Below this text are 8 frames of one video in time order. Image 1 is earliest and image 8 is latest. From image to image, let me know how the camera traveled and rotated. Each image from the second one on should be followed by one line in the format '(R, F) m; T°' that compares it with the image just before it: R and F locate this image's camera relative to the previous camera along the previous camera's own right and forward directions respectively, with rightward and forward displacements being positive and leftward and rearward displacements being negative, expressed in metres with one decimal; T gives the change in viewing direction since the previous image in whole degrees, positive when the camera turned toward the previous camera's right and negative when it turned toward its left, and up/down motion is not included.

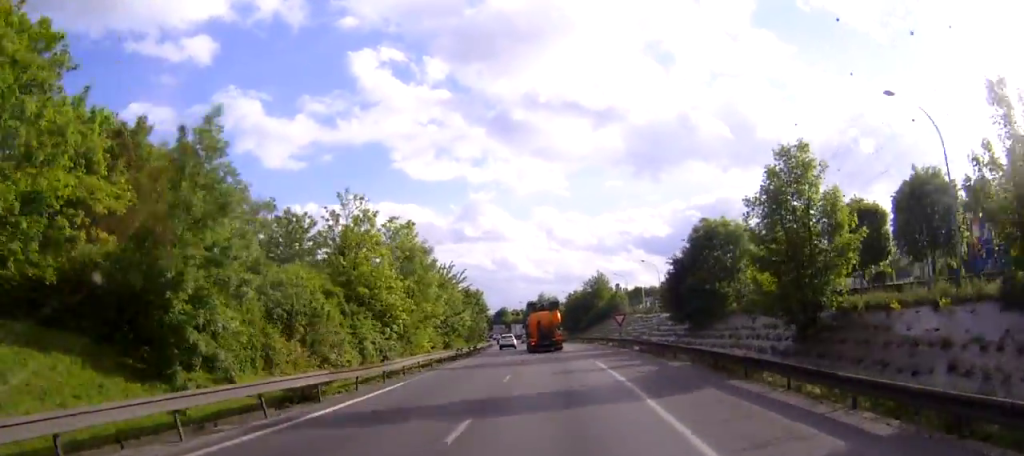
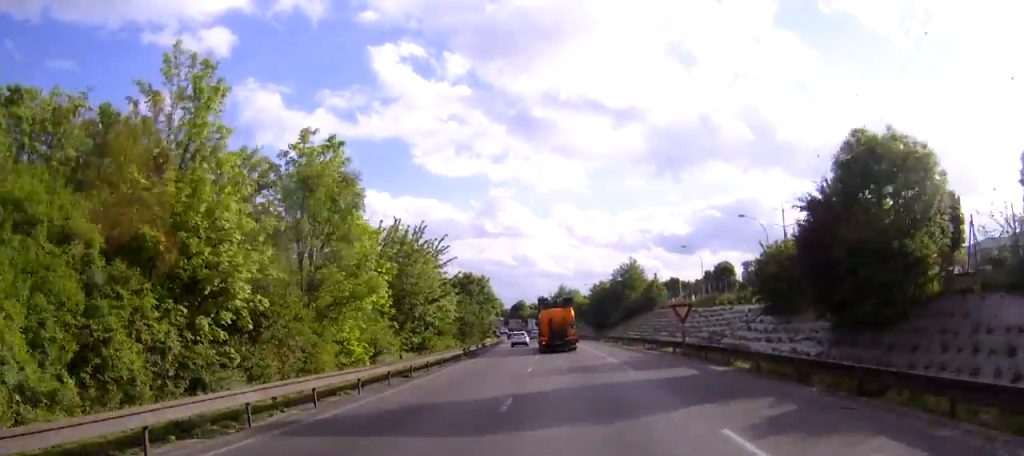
(-0.2, +22.8) m; -1°
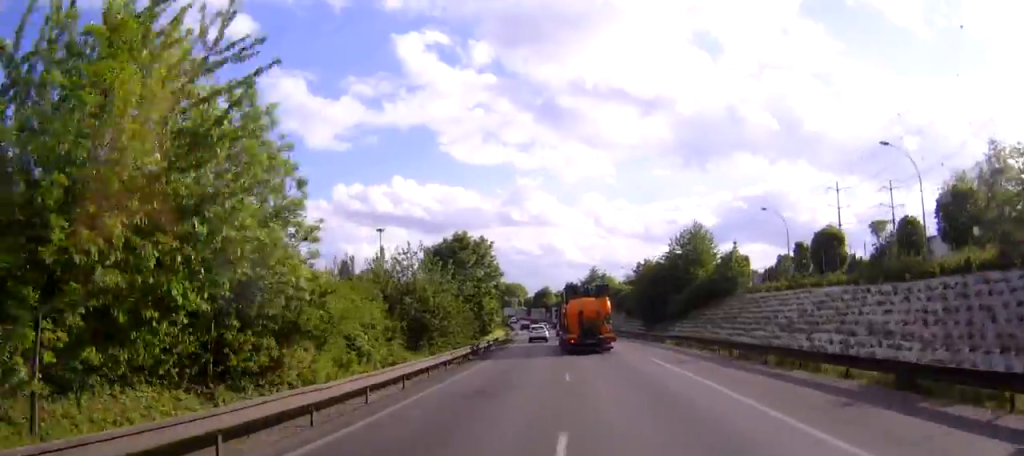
(-0.6, +32.1) m; -2°
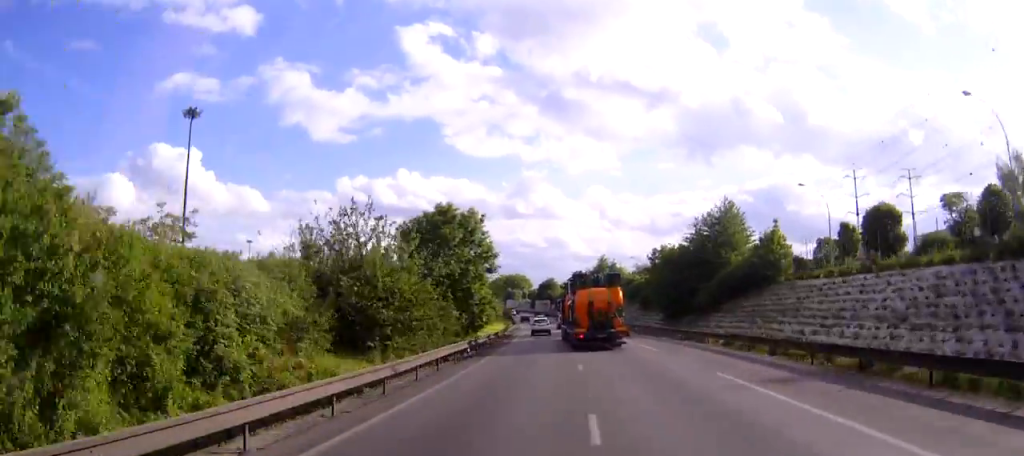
(-0.1, +12.4) m; -1°
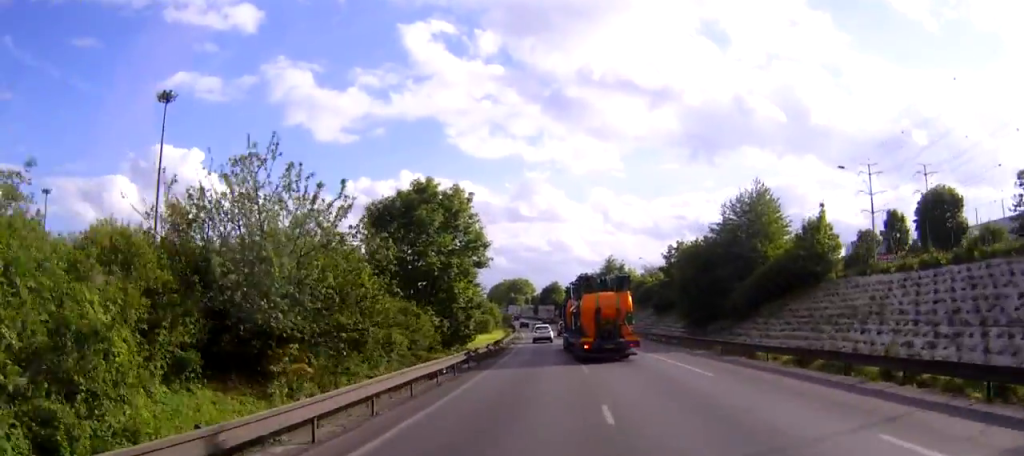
(-0.1, +10.6) m; 0°
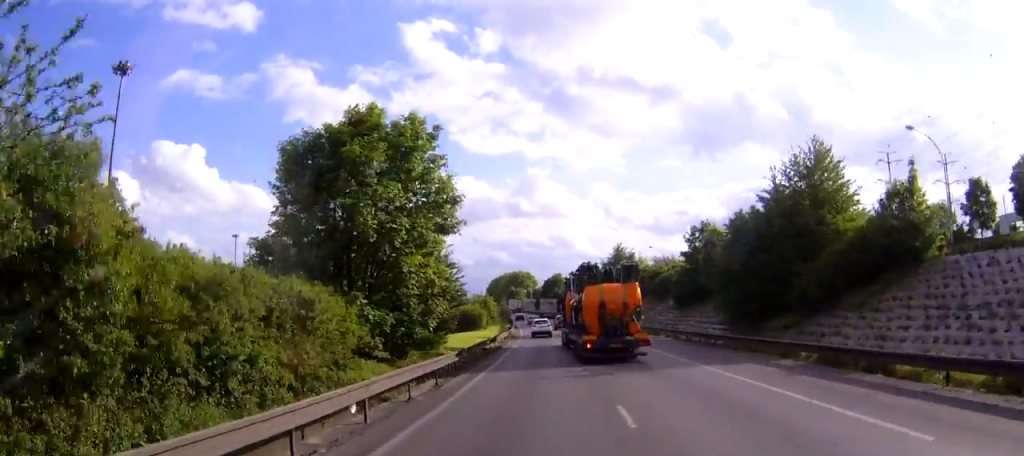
(-0.1, +14.6) m; 0°
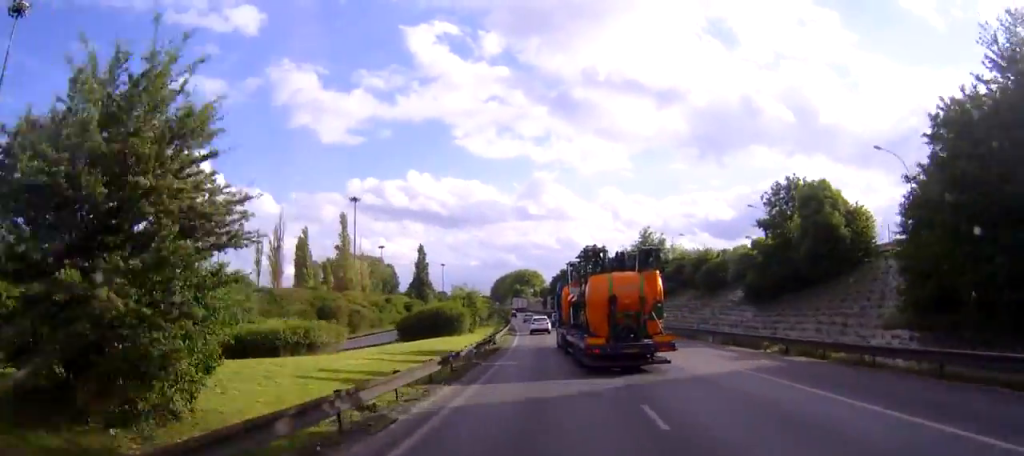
(-0.1, +27.7) m; -1°
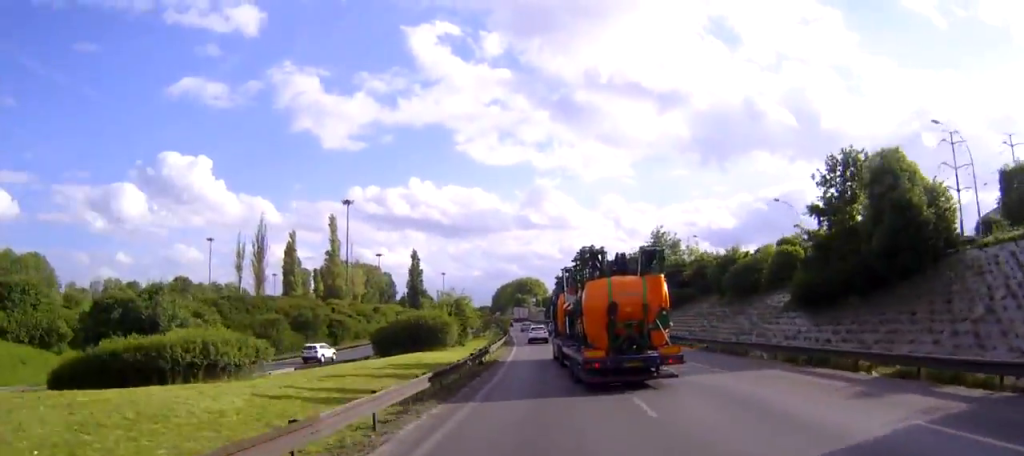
(0.0, +10.8) m; 0°
